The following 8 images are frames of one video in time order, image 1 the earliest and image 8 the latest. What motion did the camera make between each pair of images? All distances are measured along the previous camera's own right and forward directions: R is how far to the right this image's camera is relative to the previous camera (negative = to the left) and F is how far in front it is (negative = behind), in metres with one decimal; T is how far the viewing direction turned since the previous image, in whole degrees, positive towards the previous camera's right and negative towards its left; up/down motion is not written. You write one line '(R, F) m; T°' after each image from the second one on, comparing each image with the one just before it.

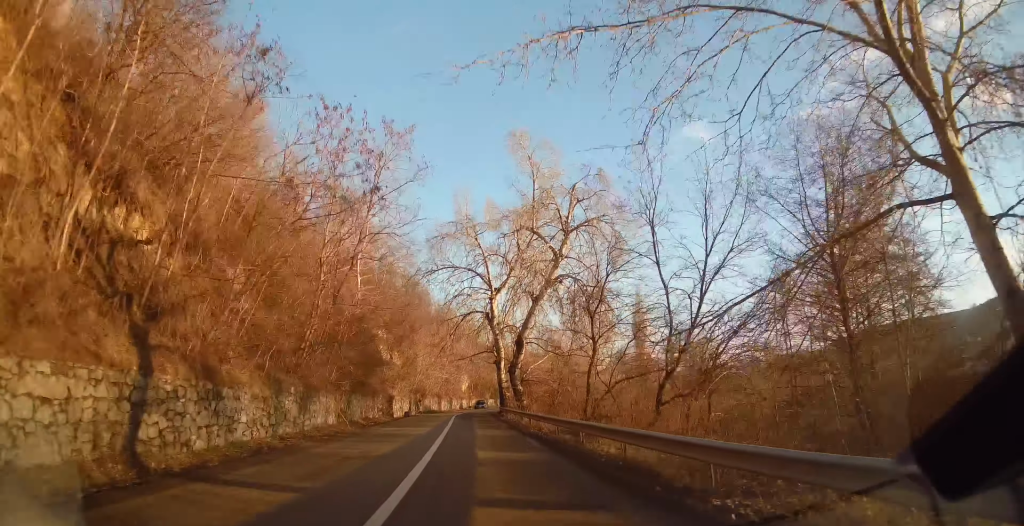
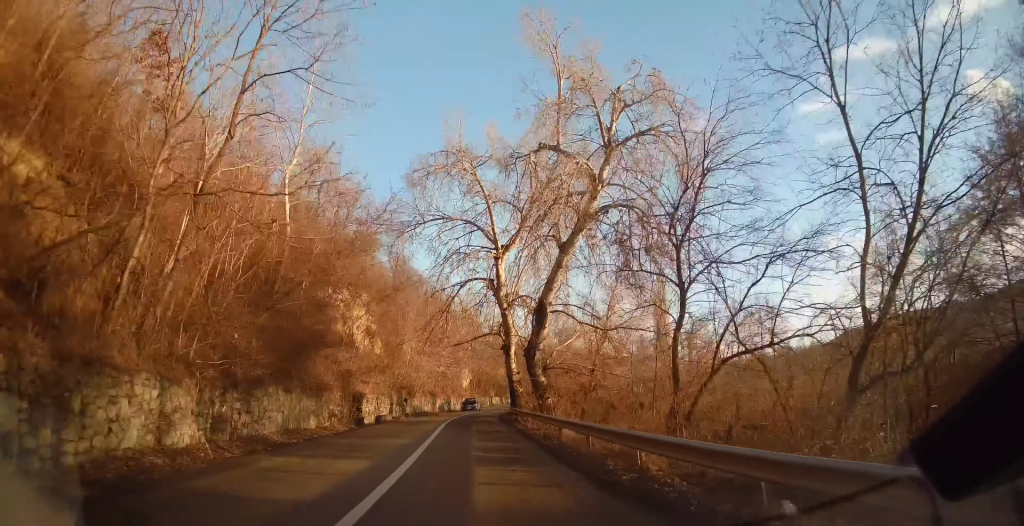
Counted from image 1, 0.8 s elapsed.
(+0.3, +13.8) m; 0°
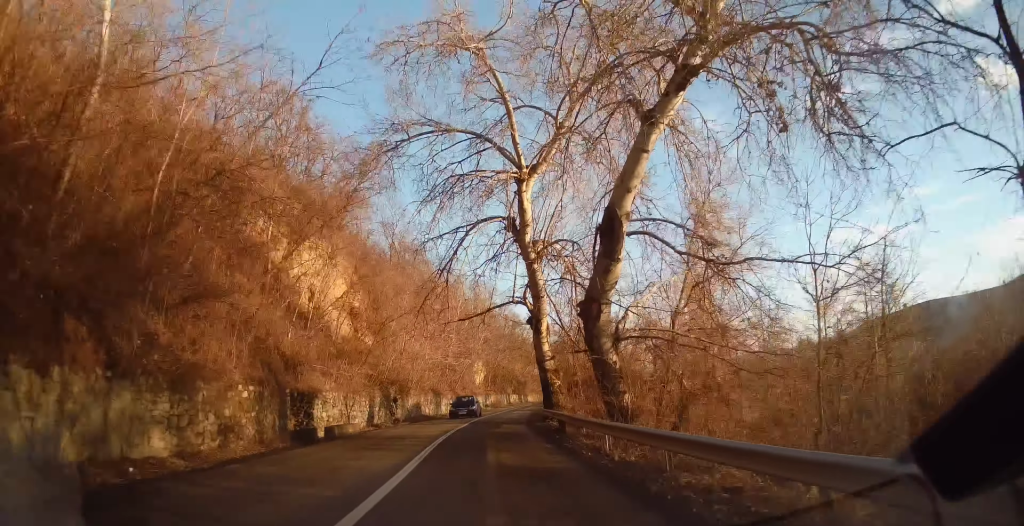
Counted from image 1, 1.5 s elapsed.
(0.0, +13.0) m; +1°
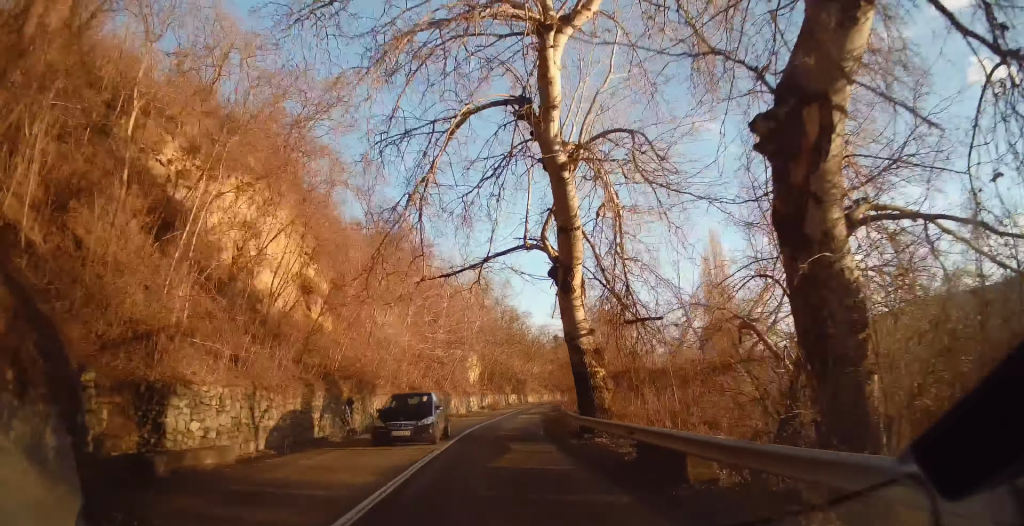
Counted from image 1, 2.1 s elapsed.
(-0.3, +10.8) m; +1°
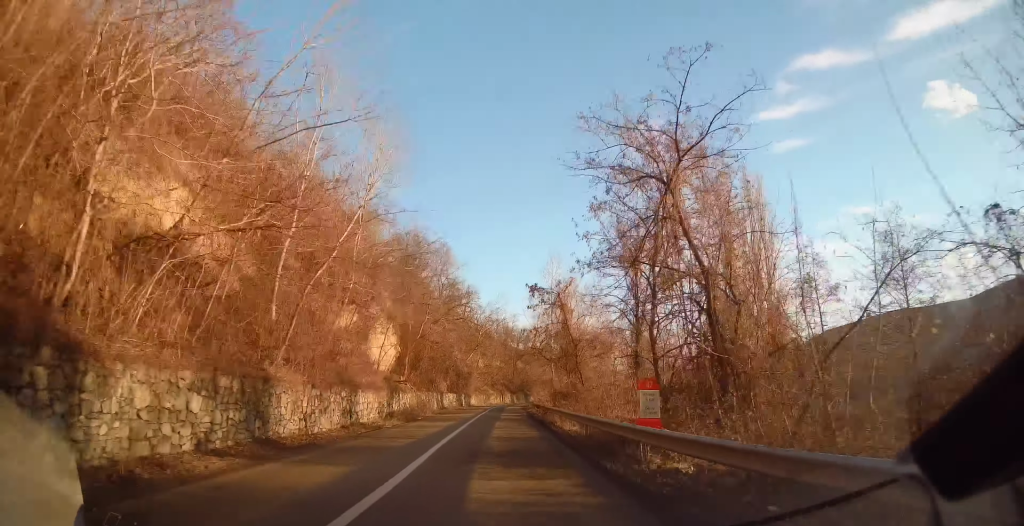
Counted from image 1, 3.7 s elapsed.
(+2.0, +29.4) m; +6°
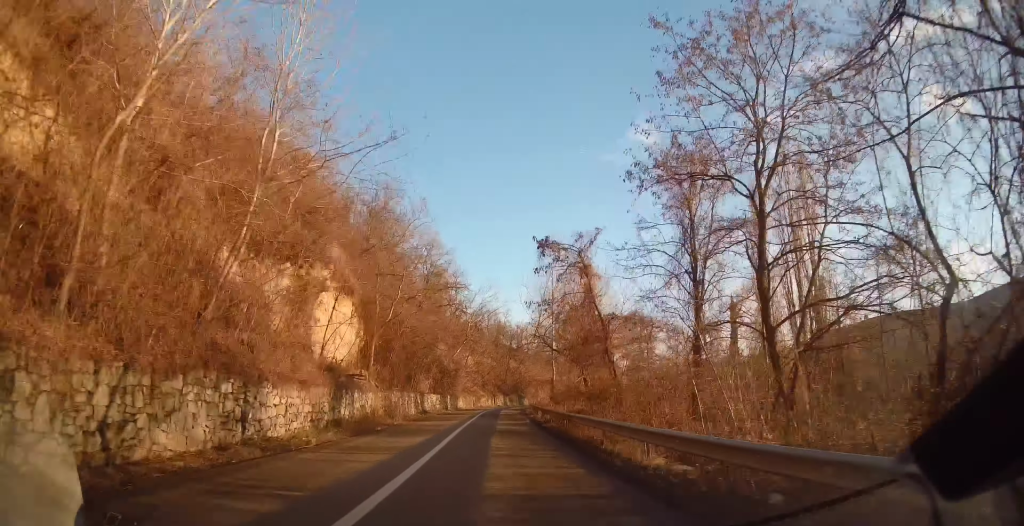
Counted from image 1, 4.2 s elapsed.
(+0.1, +10.2) m; +1°
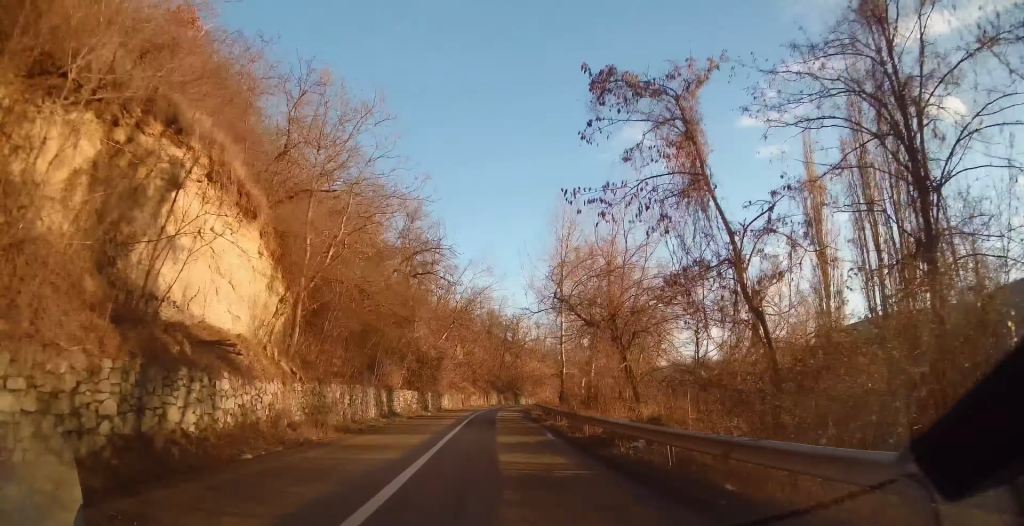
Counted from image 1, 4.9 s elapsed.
(+0.2, +12.8) m; +1°
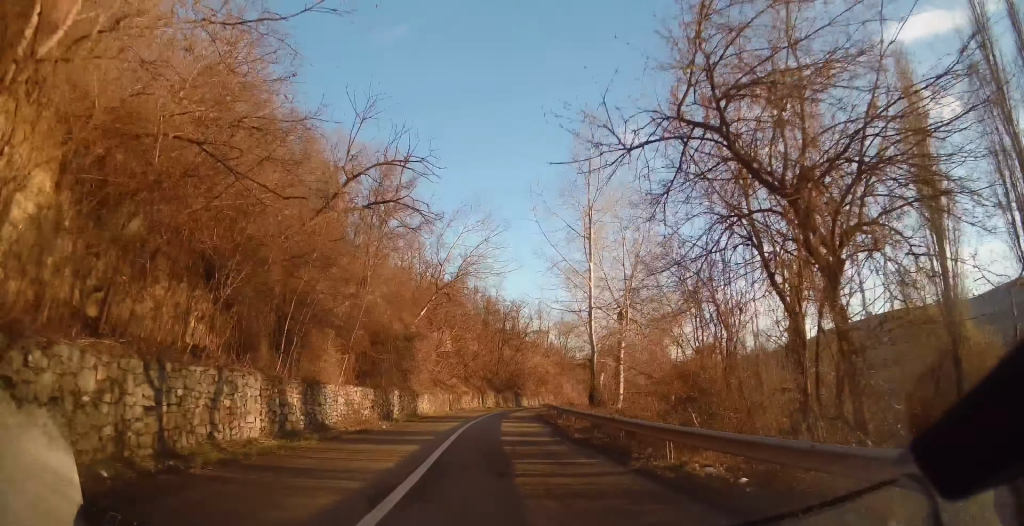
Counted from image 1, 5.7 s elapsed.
(0.0, +15.3) m; +1°
